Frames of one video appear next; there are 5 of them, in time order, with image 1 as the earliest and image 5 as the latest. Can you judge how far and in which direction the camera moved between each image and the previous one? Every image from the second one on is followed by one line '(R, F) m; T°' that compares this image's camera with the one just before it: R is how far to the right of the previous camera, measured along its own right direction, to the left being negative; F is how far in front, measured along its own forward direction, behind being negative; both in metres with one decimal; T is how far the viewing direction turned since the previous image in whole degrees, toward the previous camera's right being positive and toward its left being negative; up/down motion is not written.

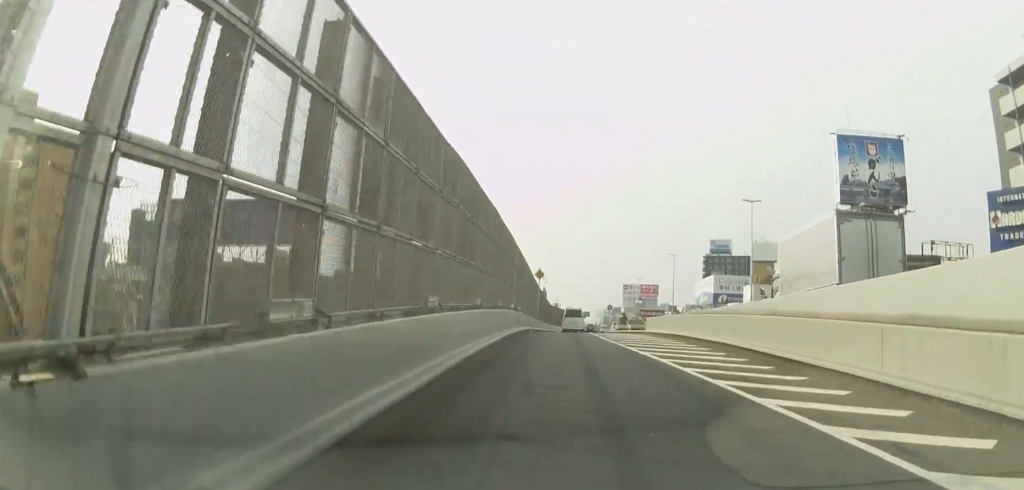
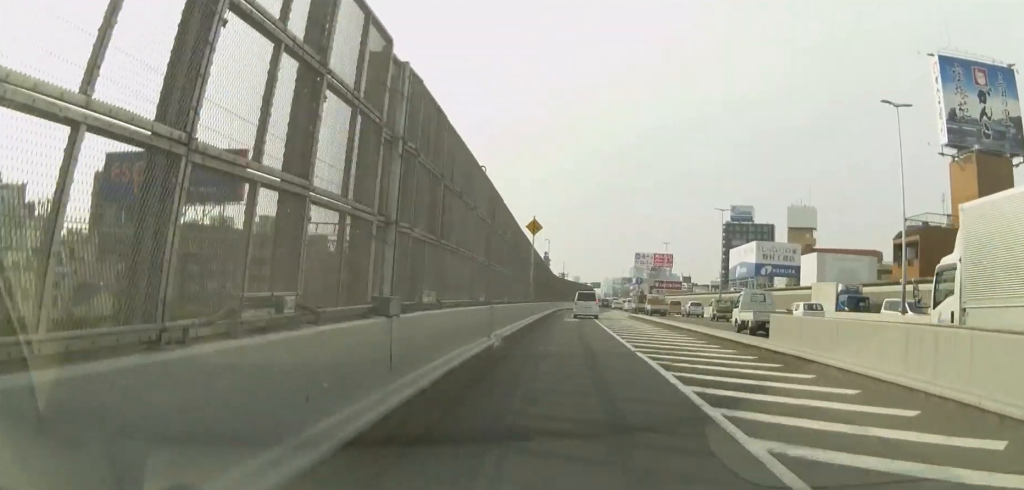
(+0.2, +24.0) m; 0°
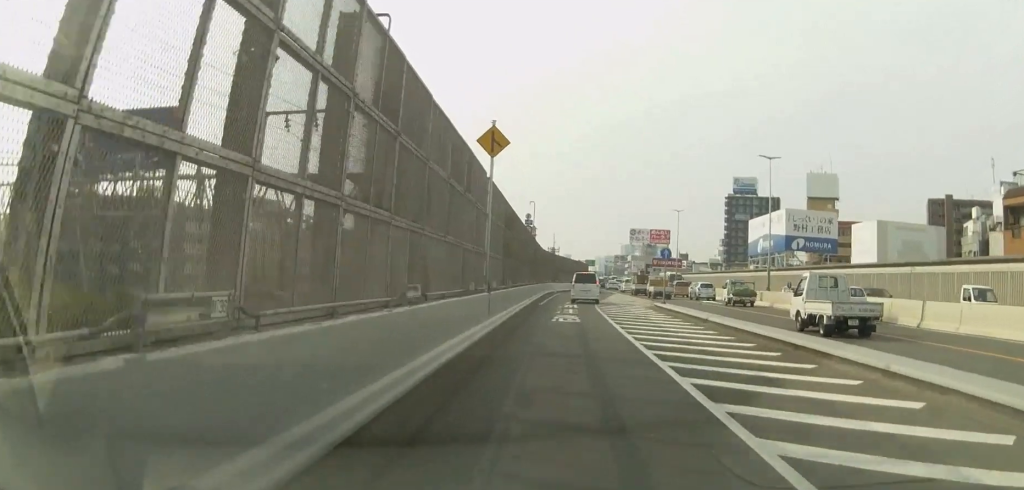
(+0.1, +19.5) m; +1°
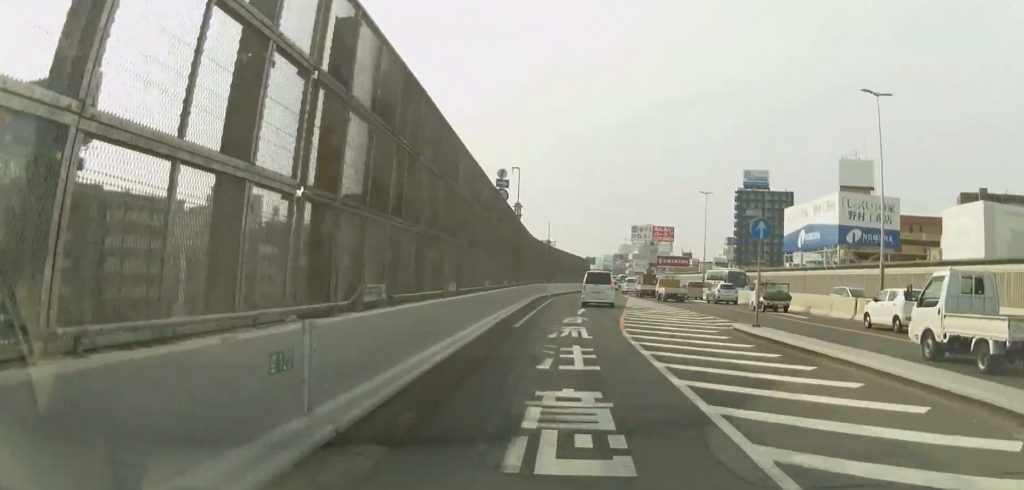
(+0.2, +20.2) m; +1°
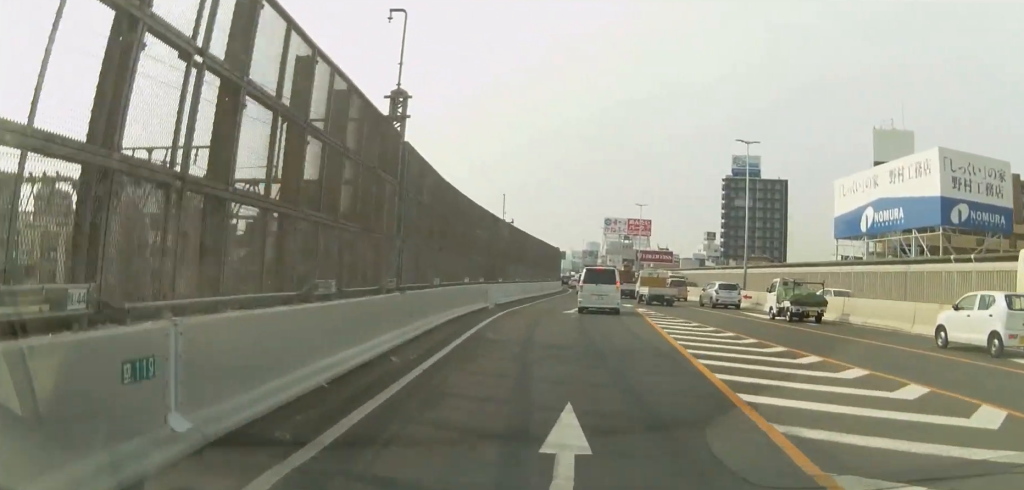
(+0.2, +29.1) m; +1°
